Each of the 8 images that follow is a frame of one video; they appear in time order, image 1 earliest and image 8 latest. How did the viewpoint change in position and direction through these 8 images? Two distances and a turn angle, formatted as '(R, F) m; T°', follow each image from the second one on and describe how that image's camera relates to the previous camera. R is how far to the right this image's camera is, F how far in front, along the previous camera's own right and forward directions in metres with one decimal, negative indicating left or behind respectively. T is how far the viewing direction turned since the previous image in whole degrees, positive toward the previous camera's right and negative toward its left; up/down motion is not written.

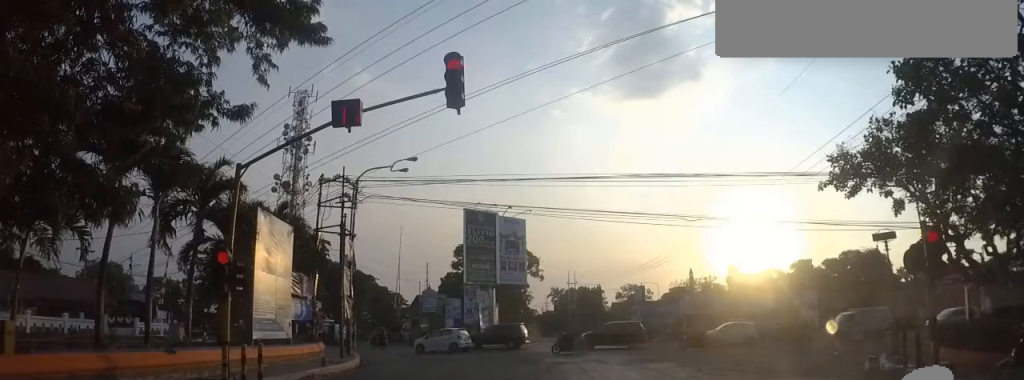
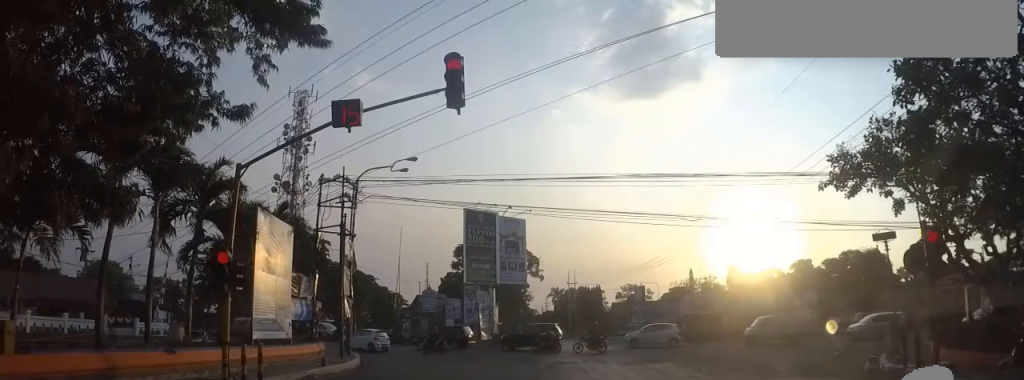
(0.0, 0.0) m; 0°
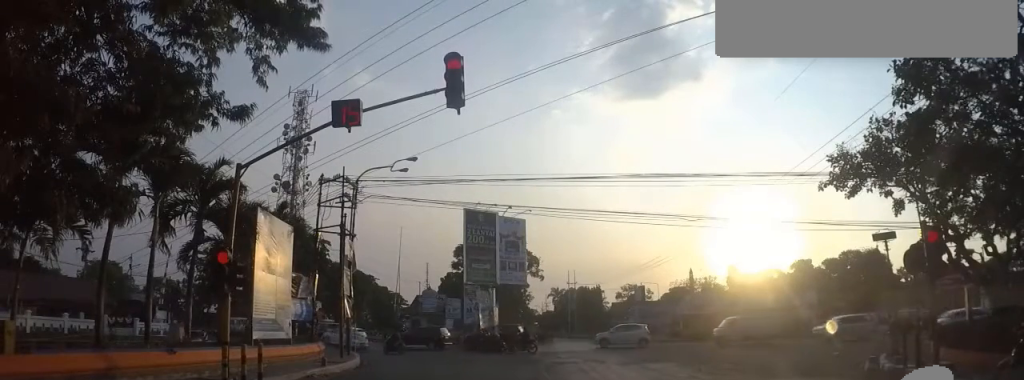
(0.0, 0.0) m; 0°
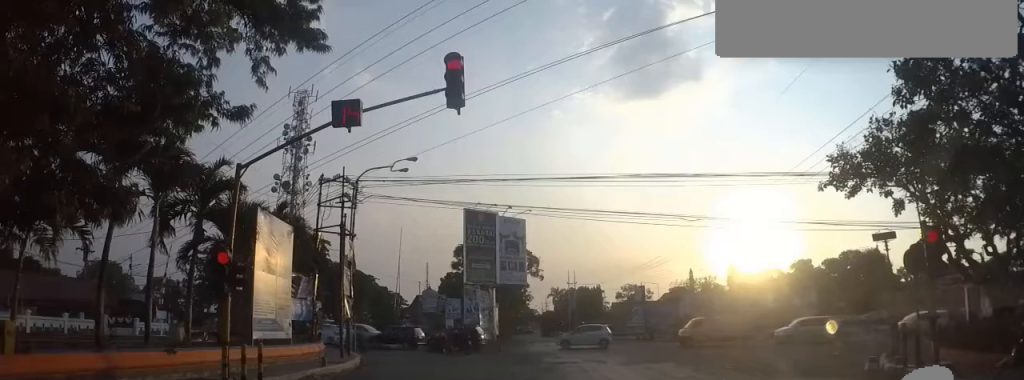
(0.0, 0.0) m; 0°
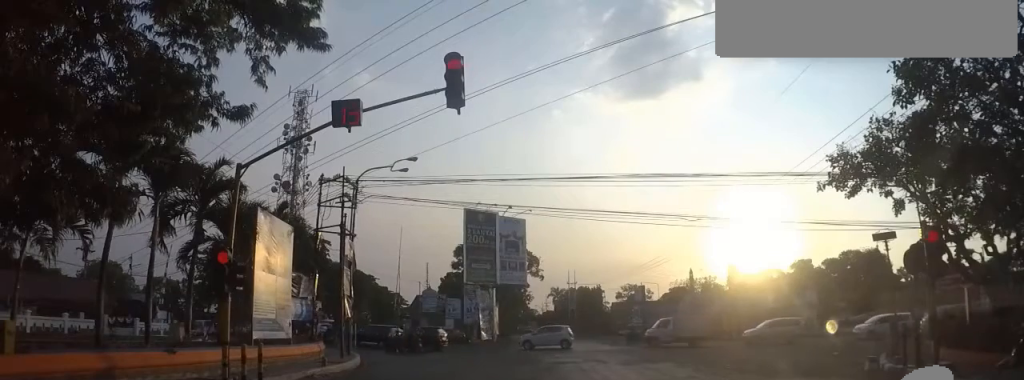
(0.0, 0.0) m; 0°
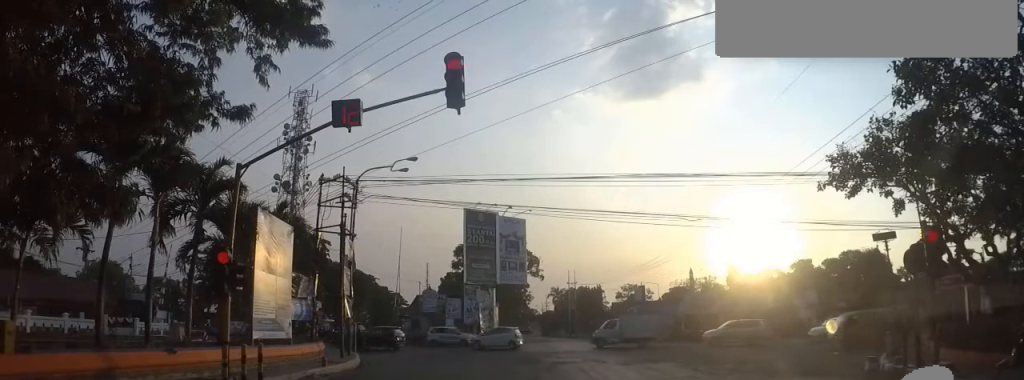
(0.0, 0.0) m; 0°
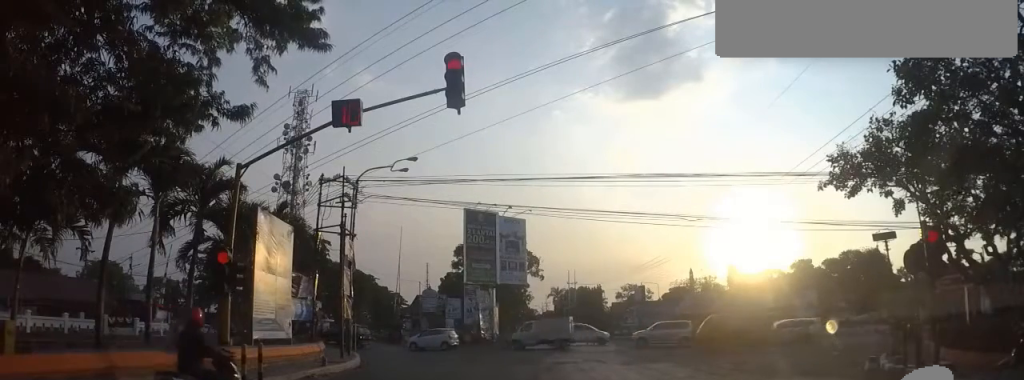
(0.0, 0.0) m; 0°
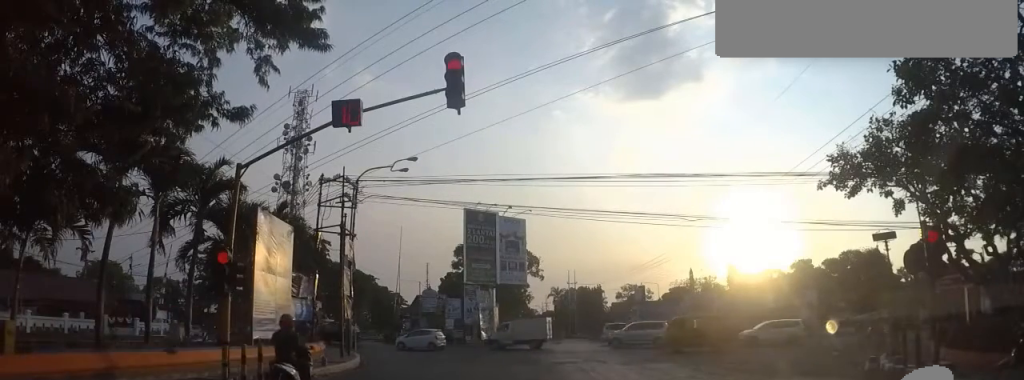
(0.0, 0.0) m; 0°
